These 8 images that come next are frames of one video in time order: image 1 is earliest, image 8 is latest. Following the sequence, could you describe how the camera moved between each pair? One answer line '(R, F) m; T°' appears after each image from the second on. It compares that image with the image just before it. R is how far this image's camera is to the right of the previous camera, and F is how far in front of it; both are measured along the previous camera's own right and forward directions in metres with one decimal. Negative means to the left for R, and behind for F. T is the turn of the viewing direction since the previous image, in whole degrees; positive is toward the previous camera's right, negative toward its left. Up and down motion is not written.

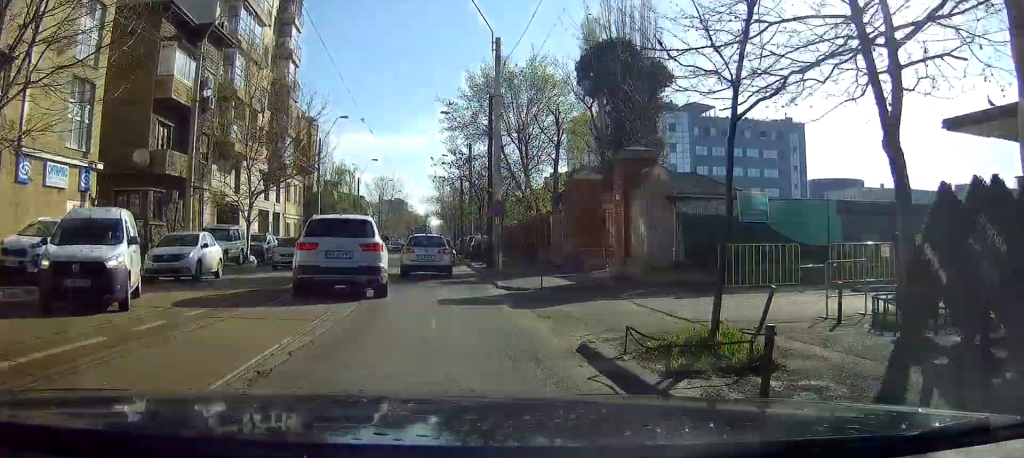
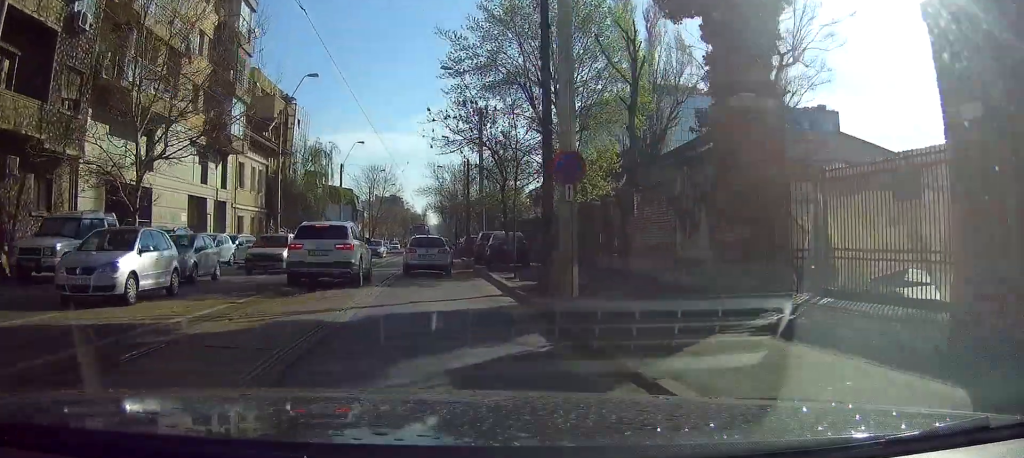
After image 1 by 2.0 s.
(0.0, +15.5) m; 0°
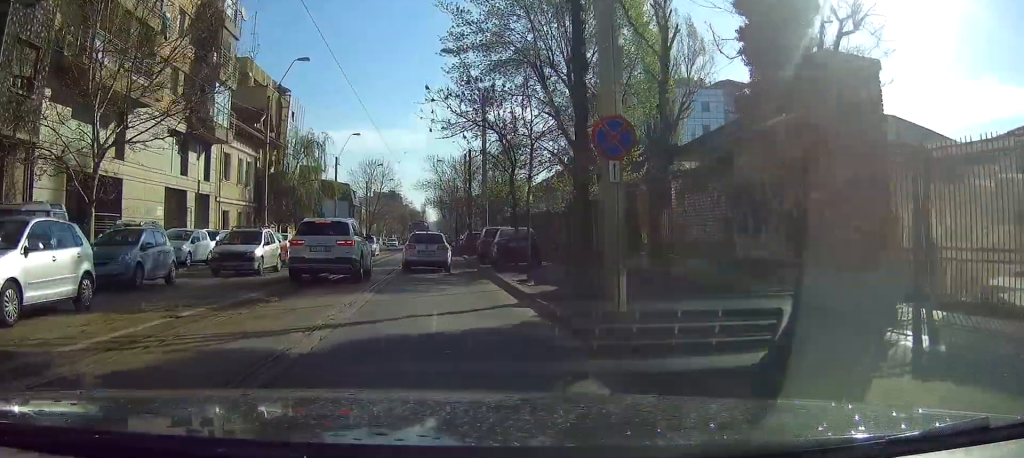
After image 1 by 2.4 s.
(0.0, +3.3) m; 0°
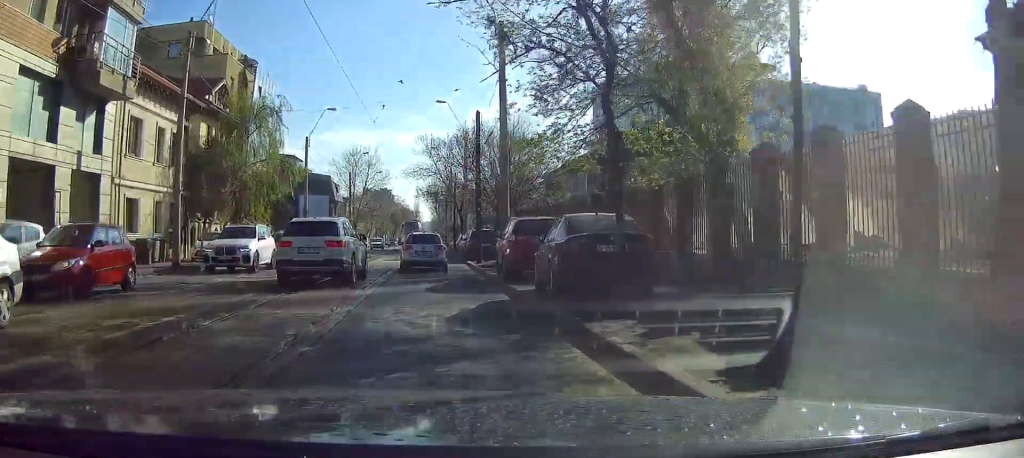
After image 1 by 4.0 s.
(0.0, +13.1) m; 0°
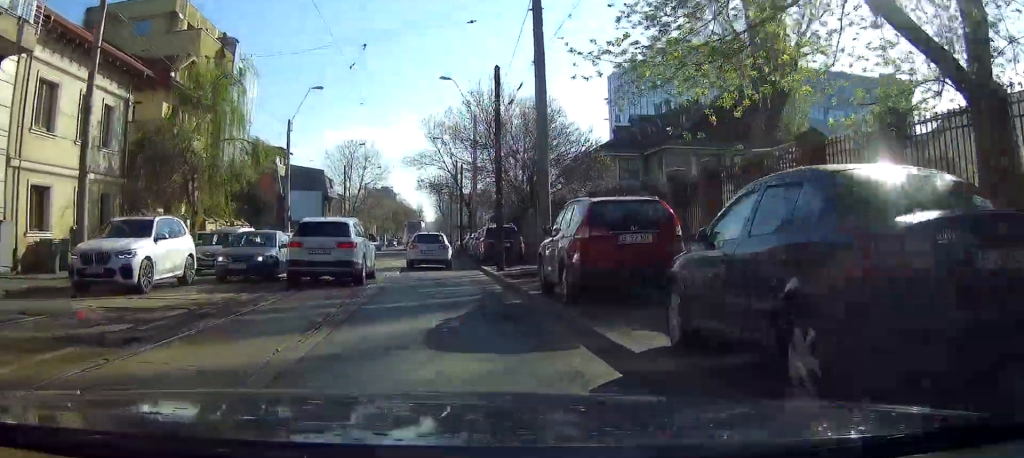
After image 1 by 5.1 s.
(0.0, +8.2) m; 0°
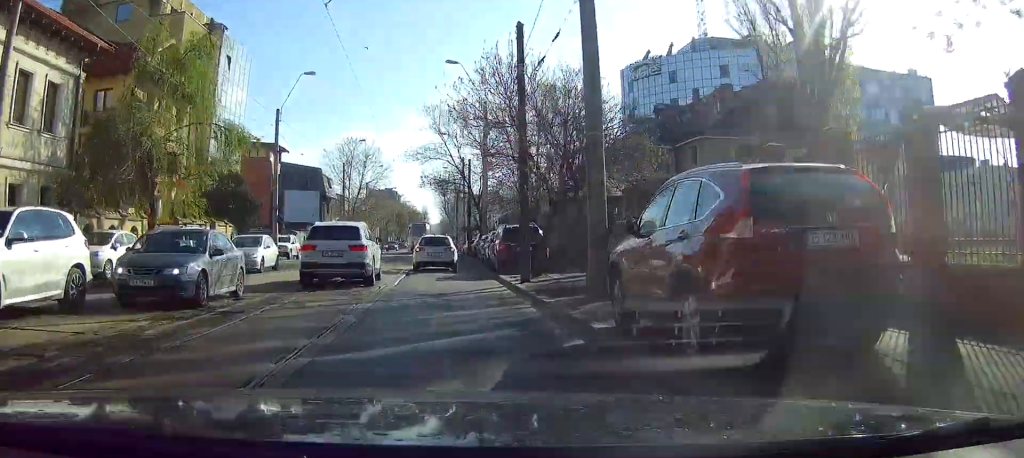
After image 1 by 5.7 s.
(0.0, +5.1) m; -1°
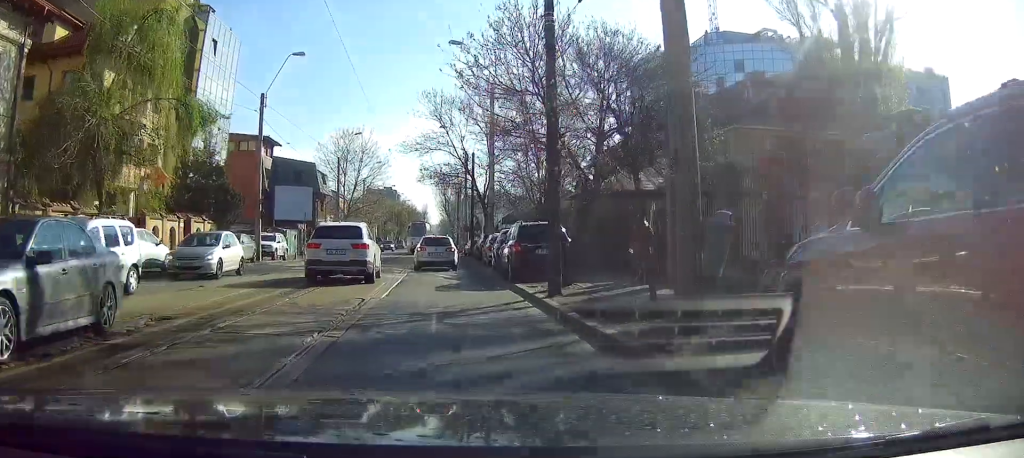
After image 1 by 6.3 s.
(0.0, +4.4) m; 0°
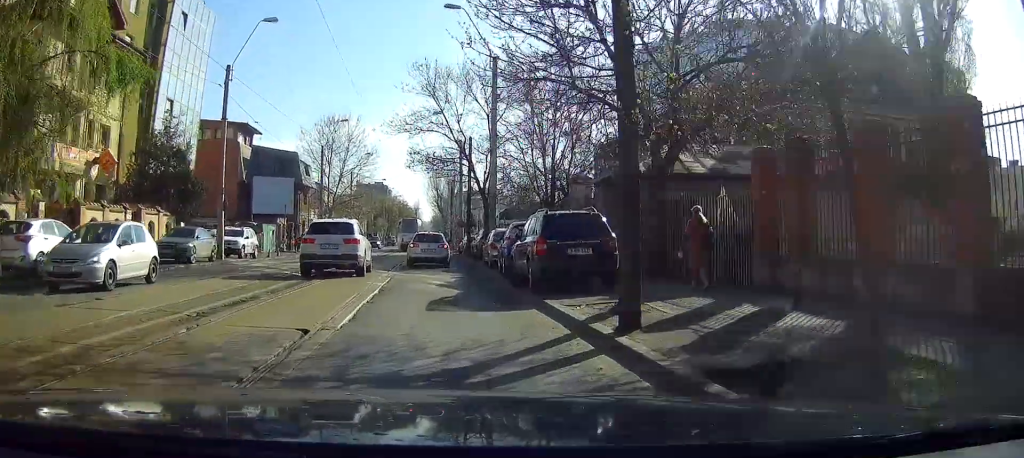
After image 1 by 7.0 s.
(0.0, +5.8) m; 0°
